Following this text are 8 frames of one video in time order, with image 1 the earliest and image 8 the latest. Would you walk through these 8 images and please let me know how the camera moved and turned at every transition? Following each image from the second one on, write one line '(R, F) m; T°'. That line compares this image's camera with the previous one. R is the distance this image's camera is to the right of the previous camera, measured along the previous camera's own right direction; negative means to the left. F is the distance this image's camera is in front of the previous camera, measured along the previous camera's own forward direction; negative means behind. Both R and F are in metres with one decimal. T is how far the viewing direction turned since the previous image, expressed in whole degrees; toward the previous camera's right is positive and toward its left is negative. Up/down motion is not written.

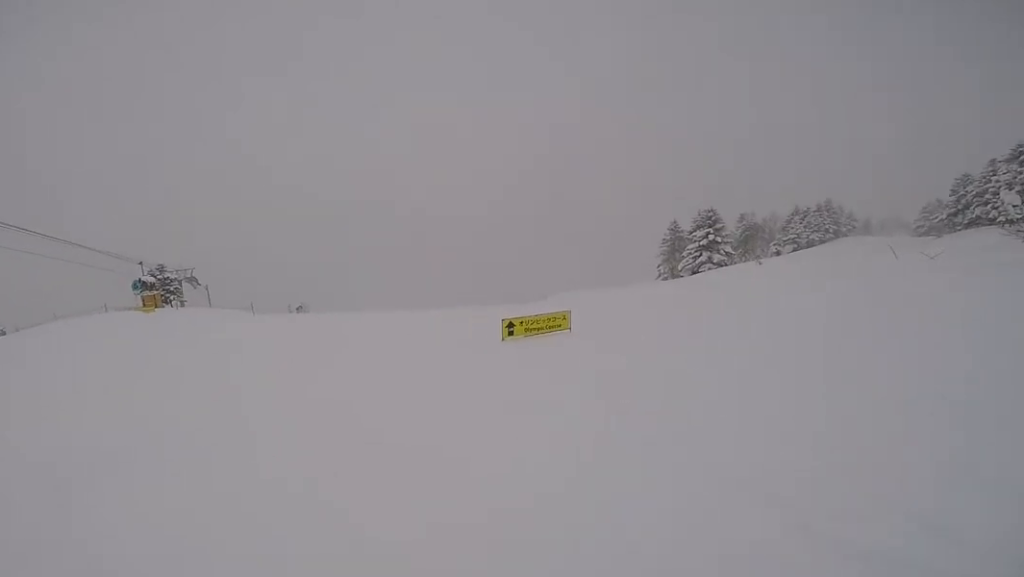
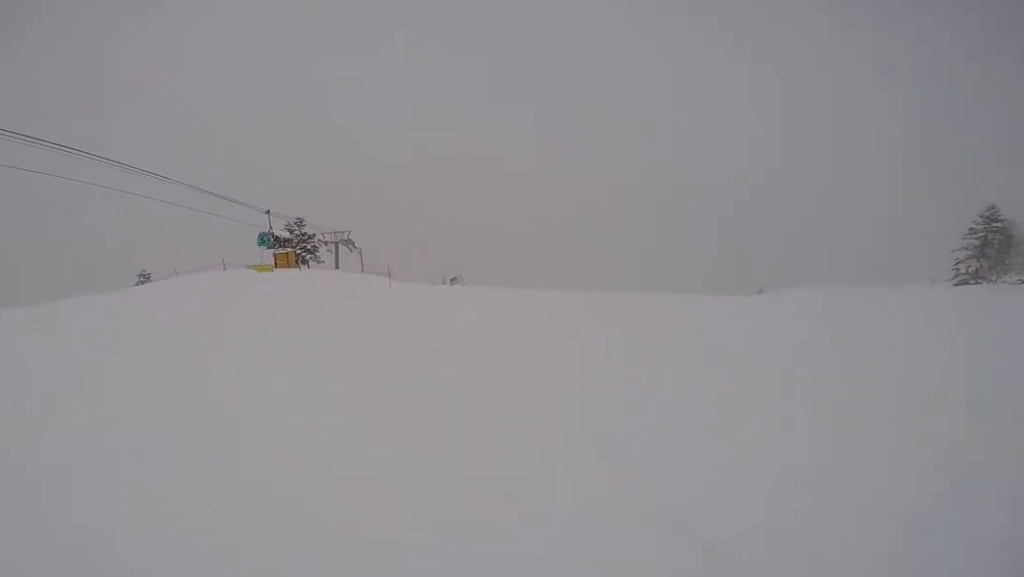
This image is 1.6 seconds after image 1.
(-0.6, +9.6) m; +4°
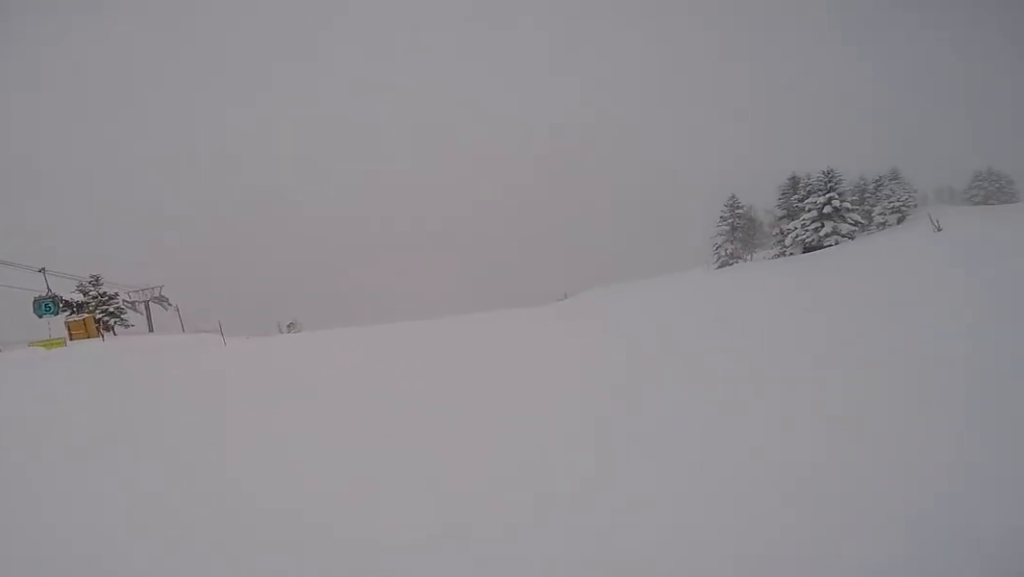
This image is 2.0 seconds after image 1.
(+0.2, +2.3) m; +11°
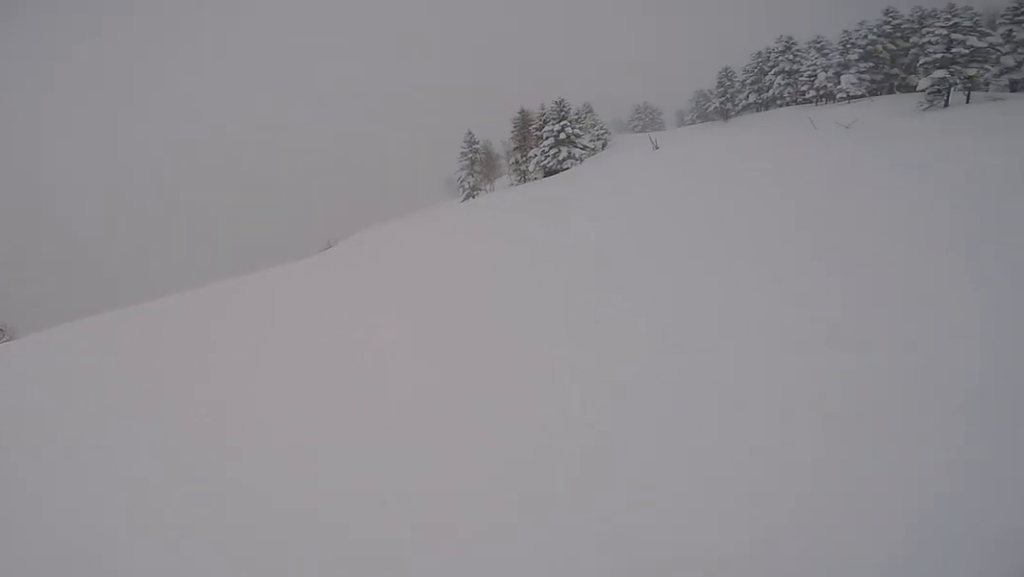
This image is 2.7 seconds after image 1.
(+0.3, +3.7) m; +25°
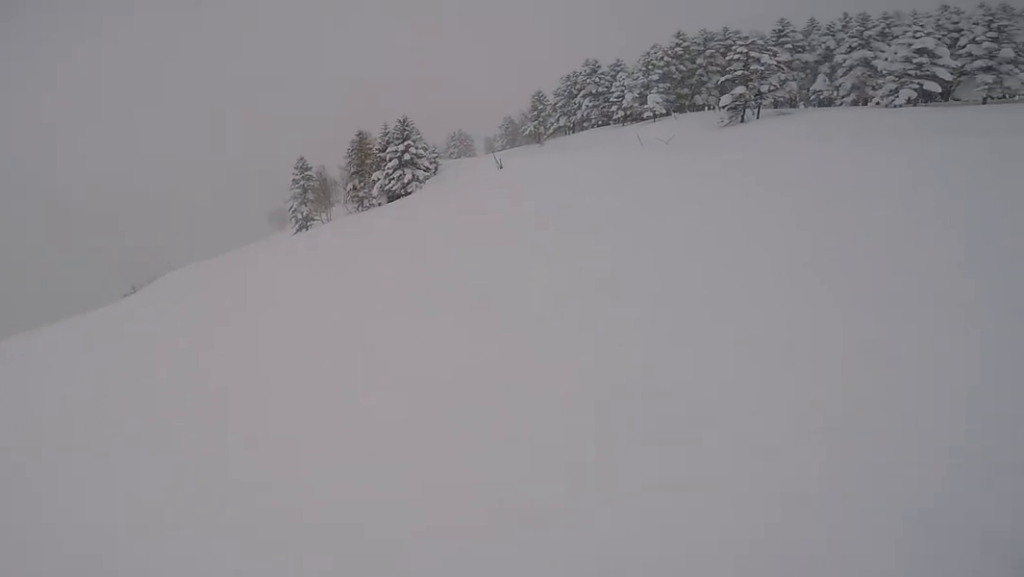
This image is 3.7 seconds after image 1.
(+1.7, +4.4) m; +4°
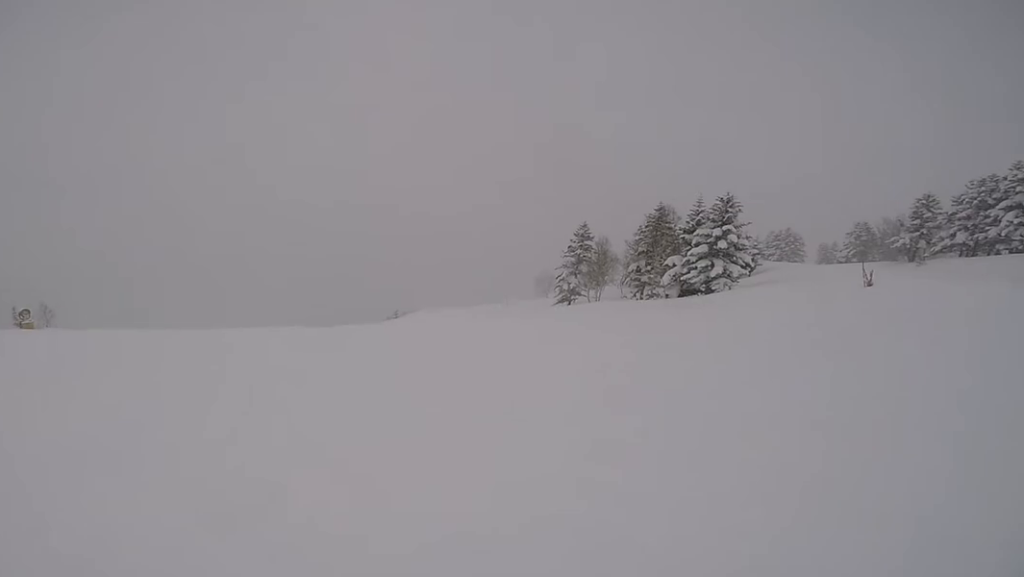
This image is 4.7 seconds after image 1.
(-1.2, +4.7) m; -21°
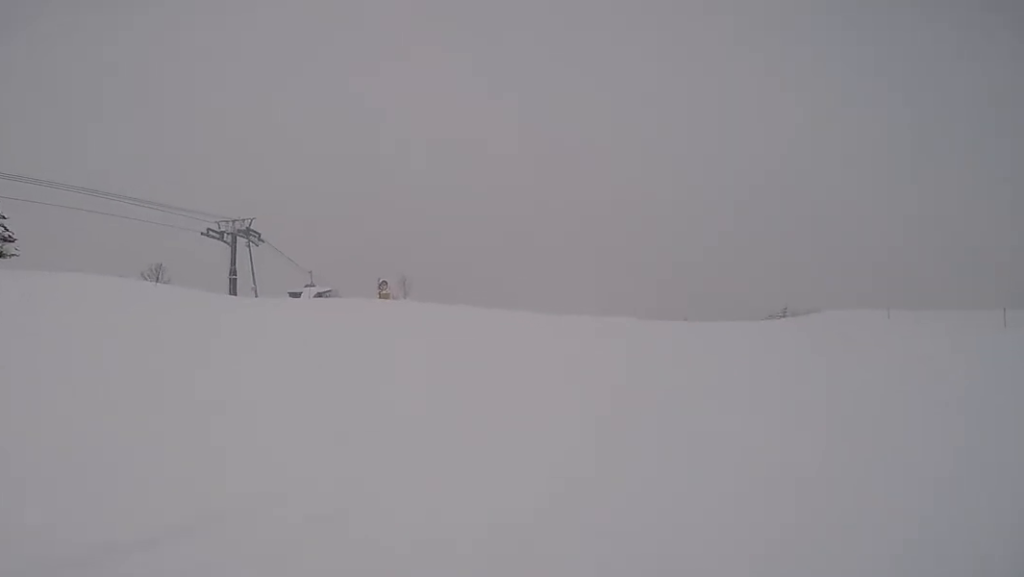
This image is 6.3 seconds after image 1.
(-1.3, +7.0) m; -13°
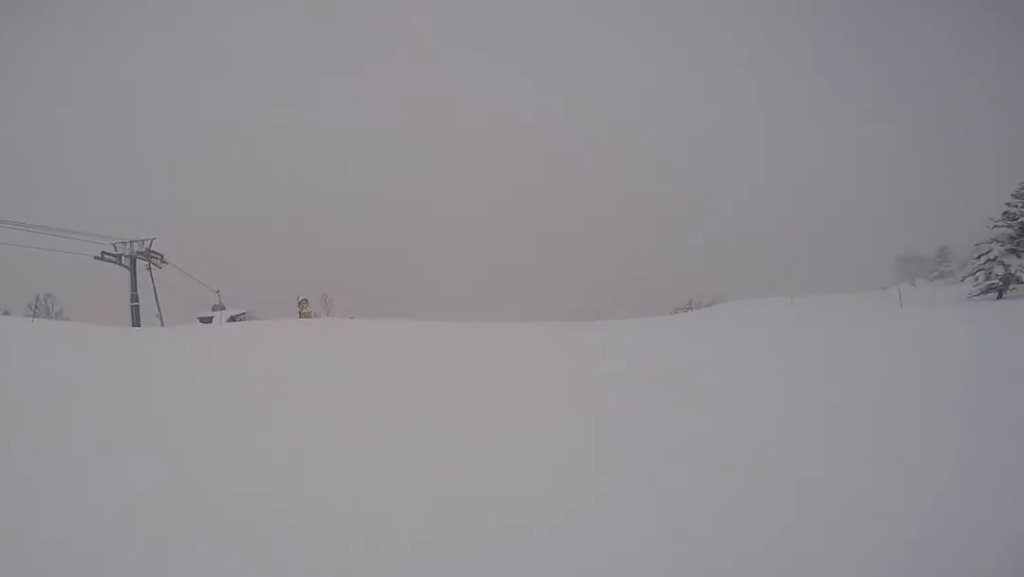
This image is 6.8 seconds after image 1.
(-0.2, +1.9) m; 0°
